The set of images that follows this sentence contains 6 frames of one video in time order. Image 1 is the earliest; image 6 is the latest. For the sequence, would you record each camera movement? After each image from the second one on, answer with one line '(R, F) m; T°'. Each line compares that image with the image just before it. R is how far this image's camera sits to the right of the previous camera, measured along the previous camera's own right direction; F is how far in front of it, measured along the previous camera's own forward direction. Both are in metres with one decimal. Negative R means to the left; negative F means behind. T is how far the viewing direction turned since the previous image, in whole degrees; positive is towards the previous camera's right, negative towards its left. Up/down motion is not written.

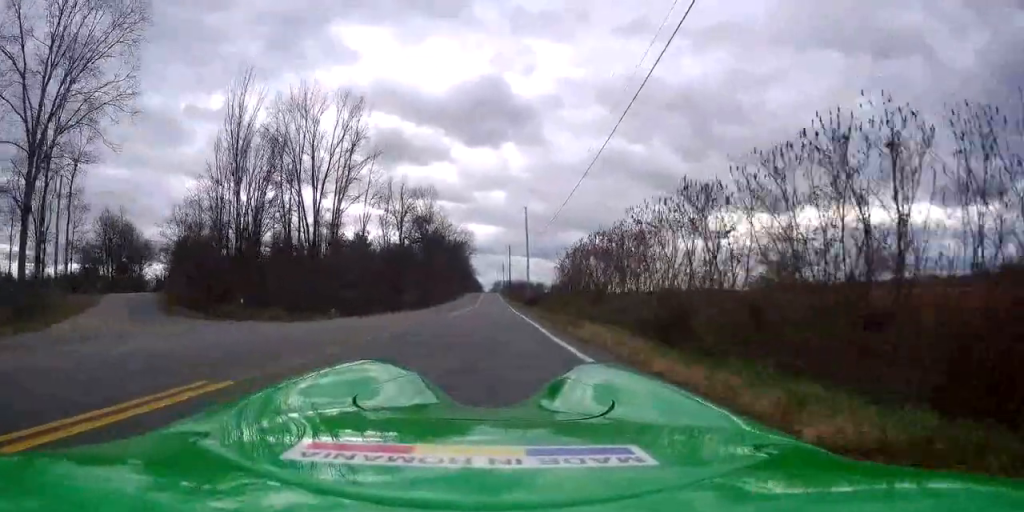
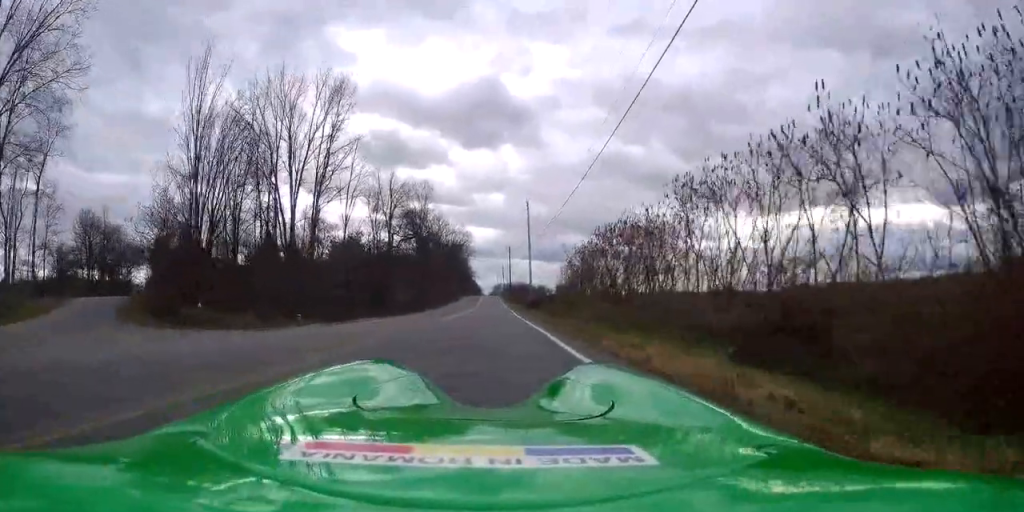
(0.0, +5.7) m; 0°
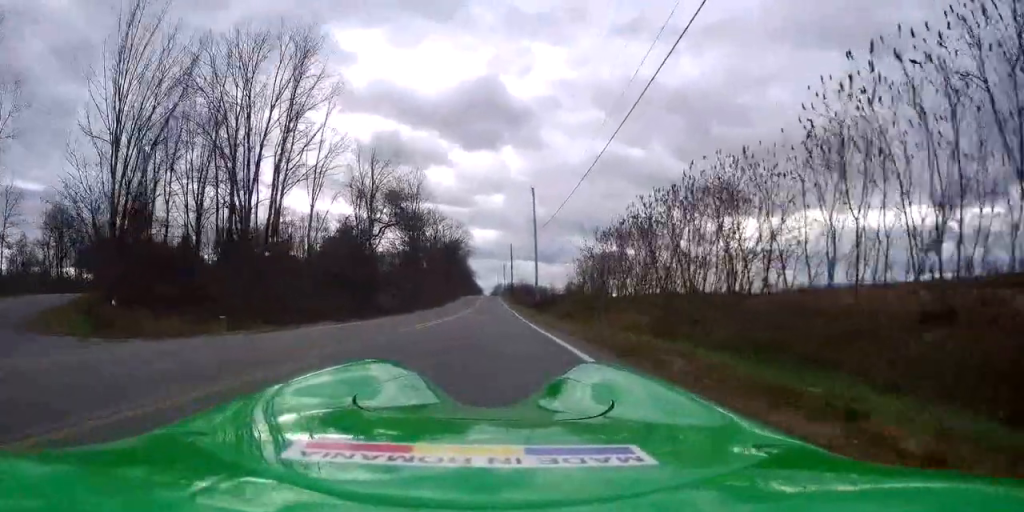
(0.0, +8.2) m; 0°
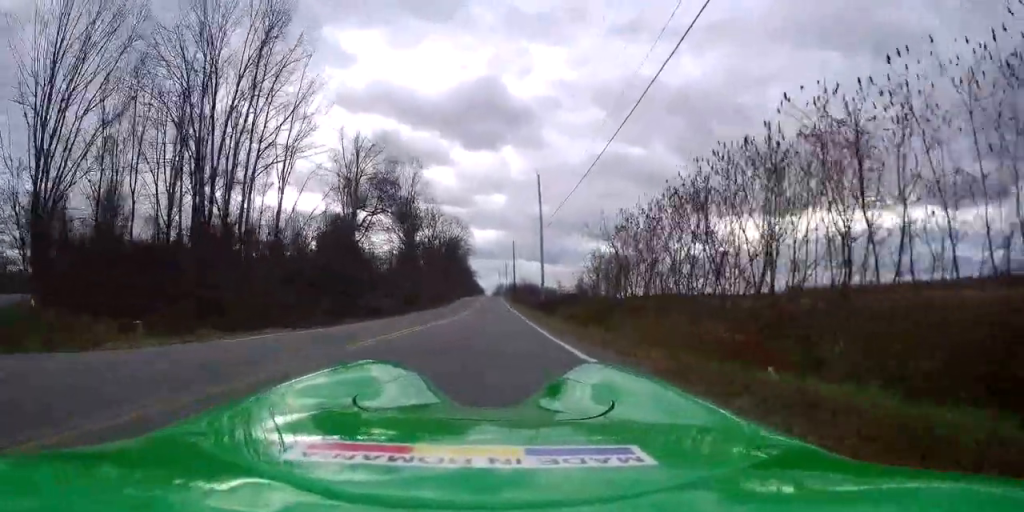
(0.0, +5.4) m; 0°
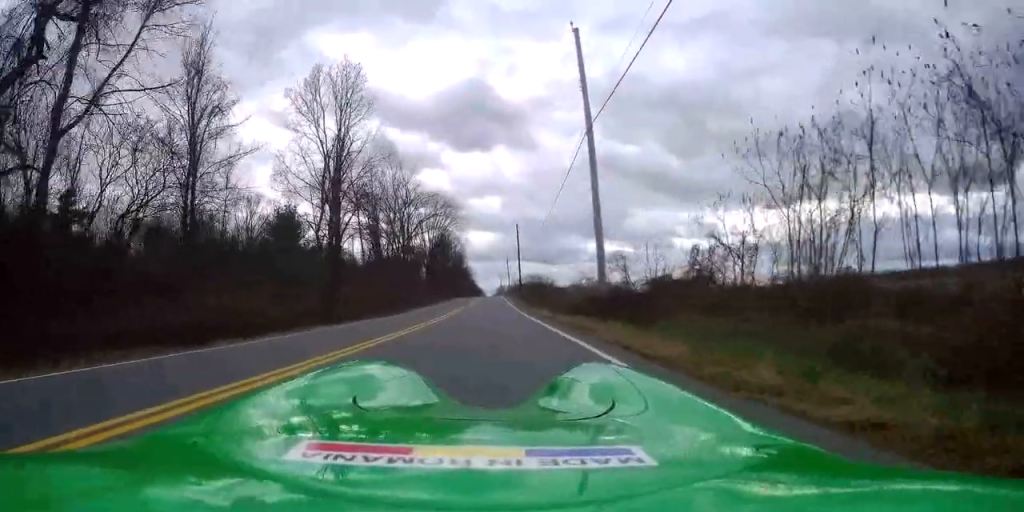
(+0.2, +28.0) m; +2°
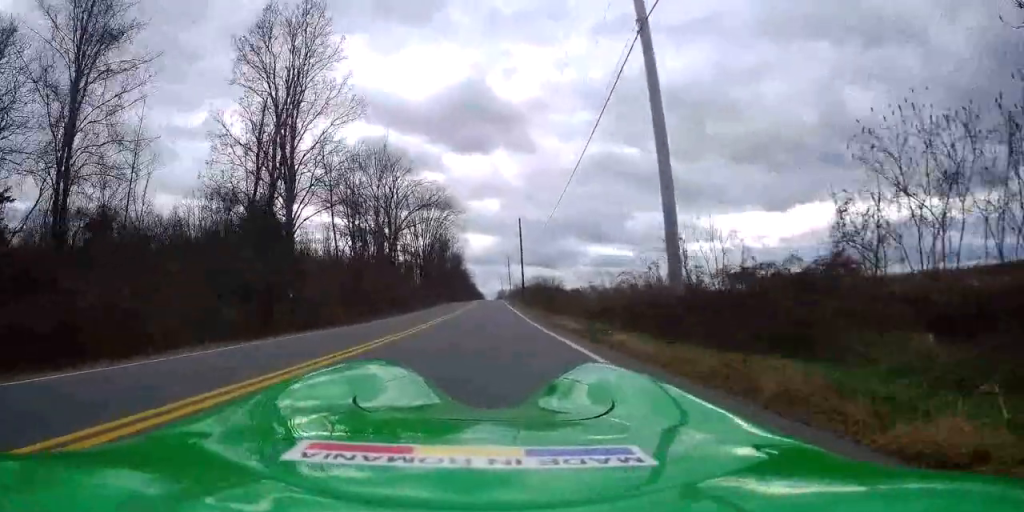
(+0.1, +9.1) m; 0°
